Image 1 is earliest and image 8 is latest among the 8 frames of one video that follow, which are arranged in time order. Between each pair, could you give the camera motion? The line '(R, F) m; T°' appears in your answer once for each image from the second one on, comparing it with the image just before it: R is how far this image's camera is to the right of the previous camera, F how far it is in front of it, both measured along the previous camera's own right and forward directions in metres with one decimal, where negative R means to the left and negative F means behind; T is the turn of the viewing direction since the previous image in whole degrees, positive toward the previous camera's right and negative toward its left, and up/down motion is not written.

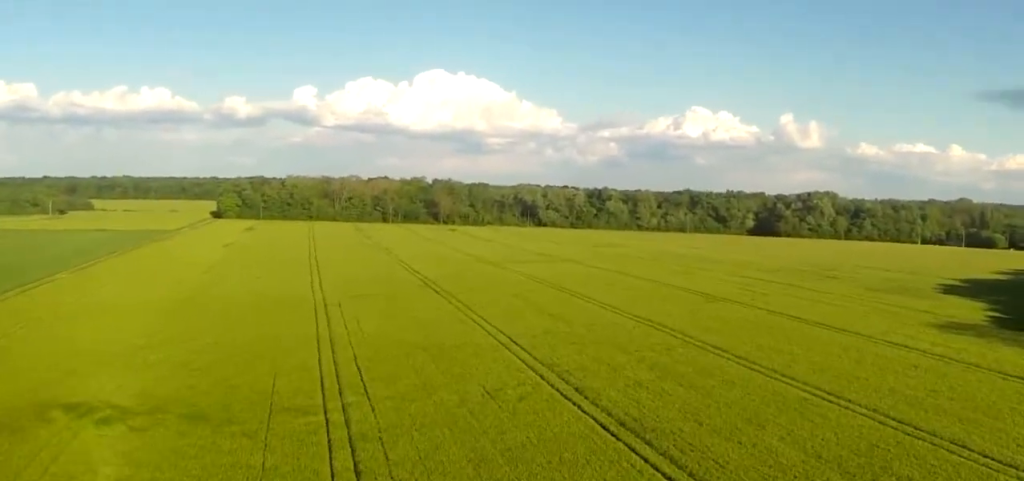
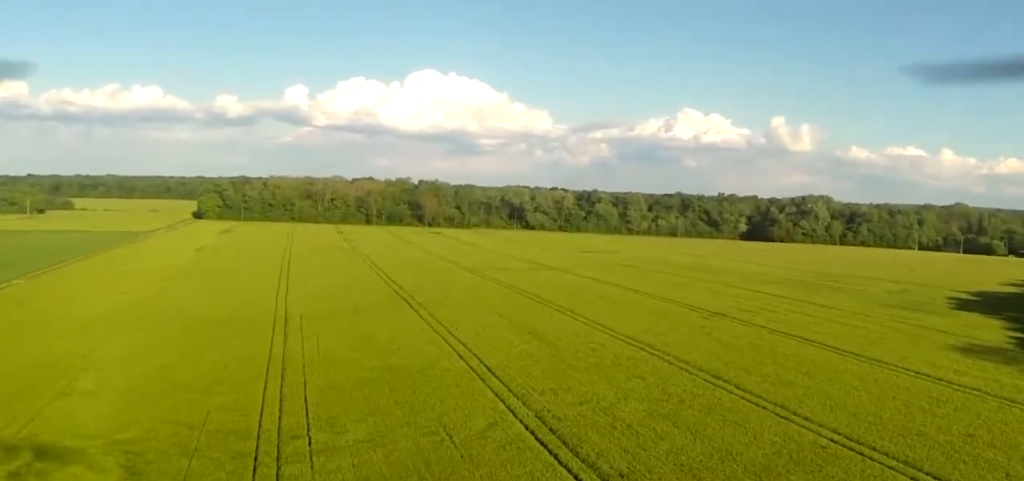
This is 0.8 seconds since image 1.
(-1.6, +12.1) m; -13°
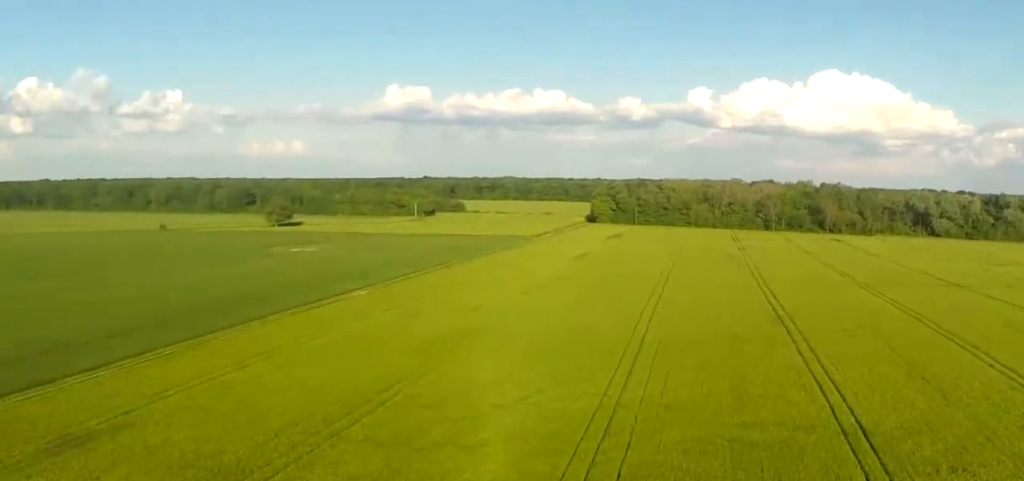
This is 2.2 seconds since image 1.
(-3.4, +17.5) m; -22°
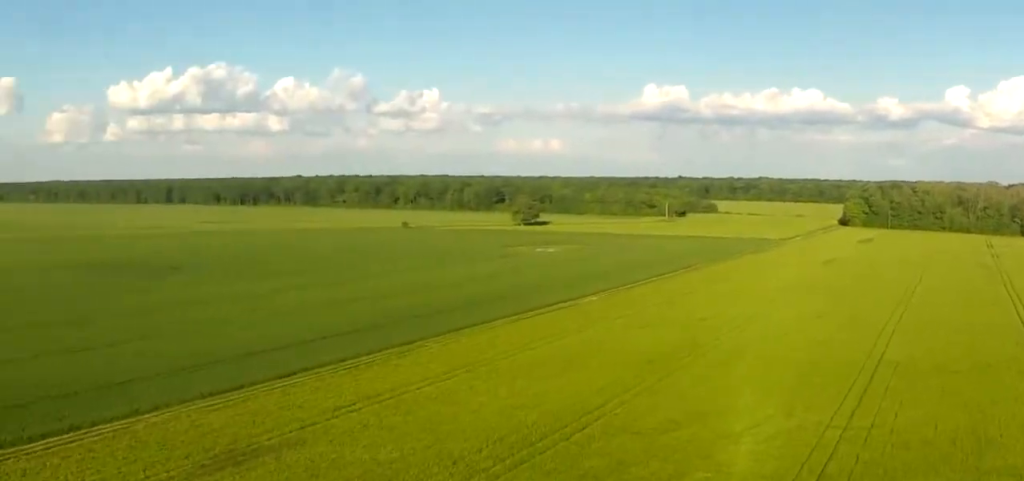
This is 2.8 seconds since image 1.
(-0.6, +7.7) m; -12°
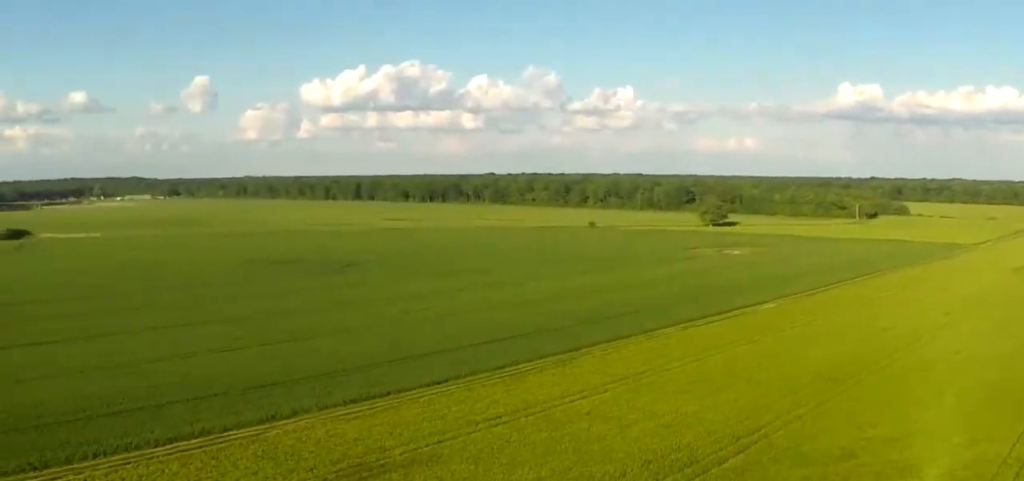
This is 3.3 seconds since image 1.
(-0.6, +5.3) m; -7°
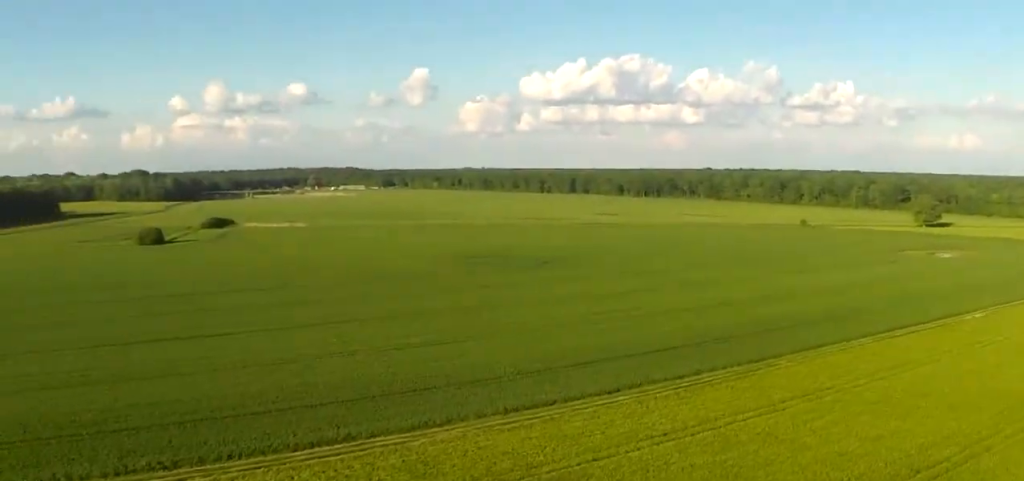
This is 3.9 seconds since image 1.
(-0.8, +6.0) m; -7°
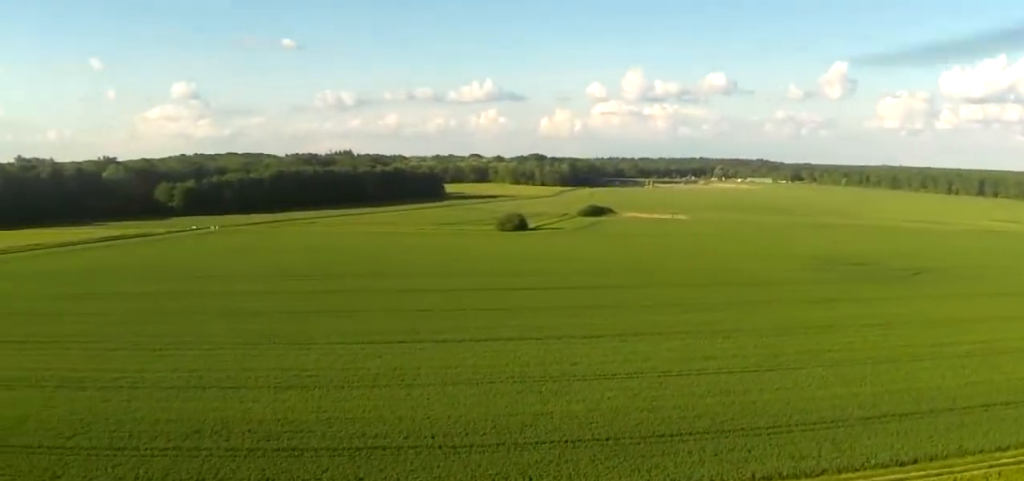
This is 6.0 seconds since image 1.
(-4.7, +18.9) m; -43°
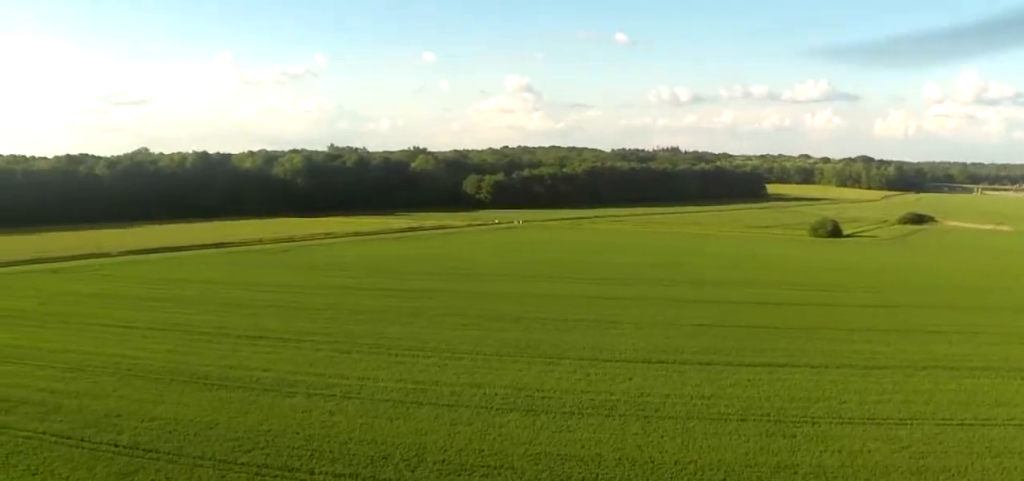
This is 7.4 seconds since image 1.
(-3.4, +12.2) m; -20°
